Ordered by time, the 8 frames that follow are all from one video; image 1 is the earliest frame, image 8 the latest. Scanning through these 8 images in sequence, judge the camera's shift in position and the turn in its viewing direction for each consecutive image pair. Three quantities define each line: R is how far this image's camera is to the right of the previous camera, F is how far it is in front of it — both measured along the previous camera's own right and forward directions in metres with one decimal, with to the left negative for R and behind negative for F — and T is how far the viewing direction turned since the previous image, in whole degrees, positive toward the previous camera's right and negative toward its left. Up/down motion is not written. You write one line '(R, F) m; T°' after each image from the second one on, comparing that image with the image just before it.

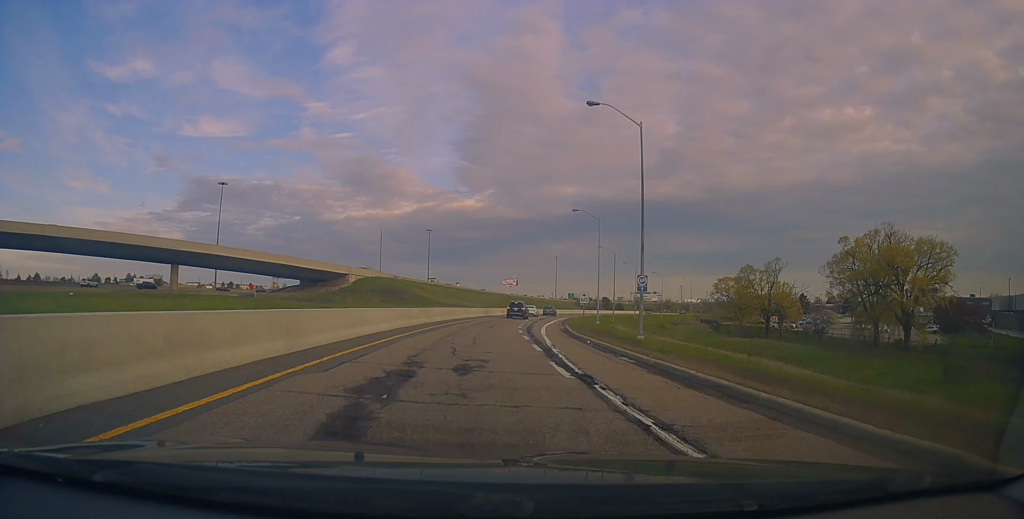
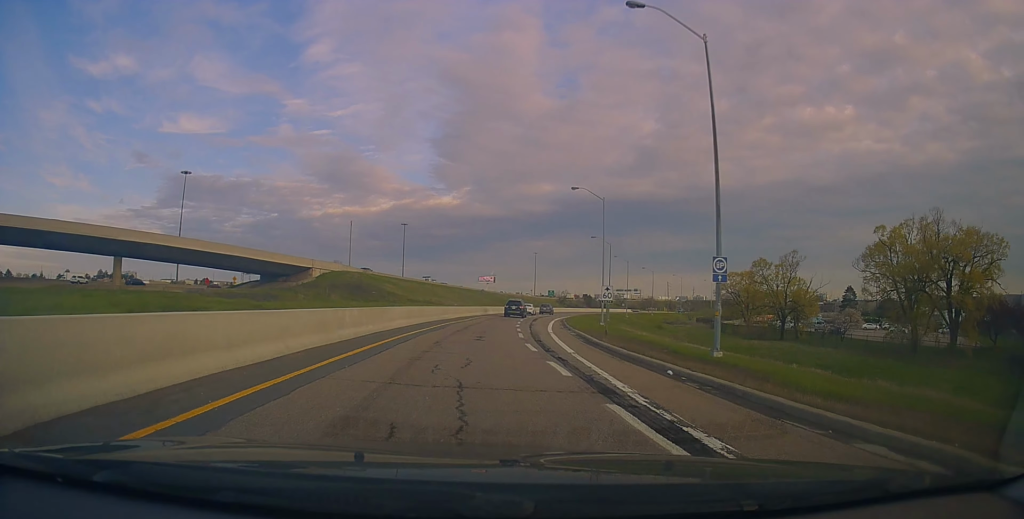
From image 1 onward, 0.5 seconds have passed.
(+0.2, +12.4) m; +3°
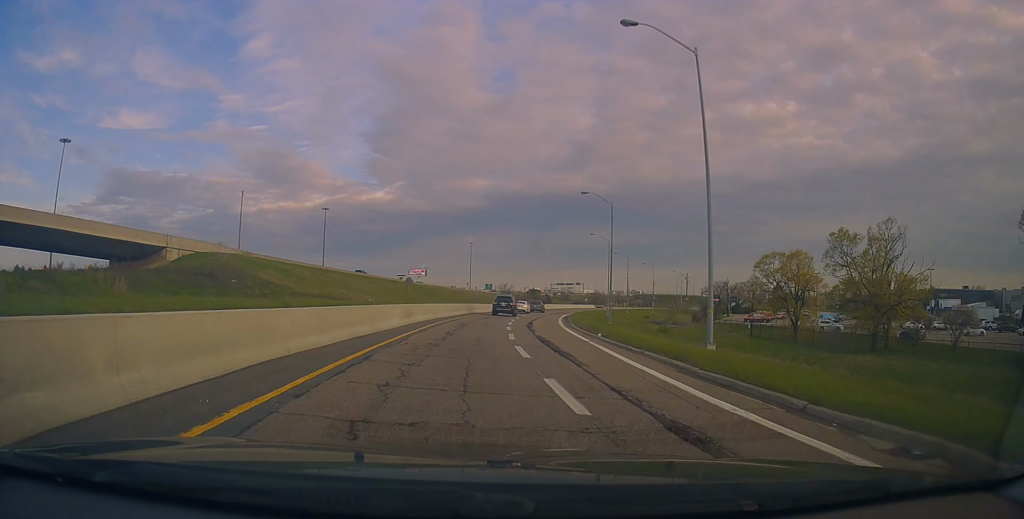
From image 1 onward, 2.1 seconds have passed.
(+2.5, +34.6) m; +7°
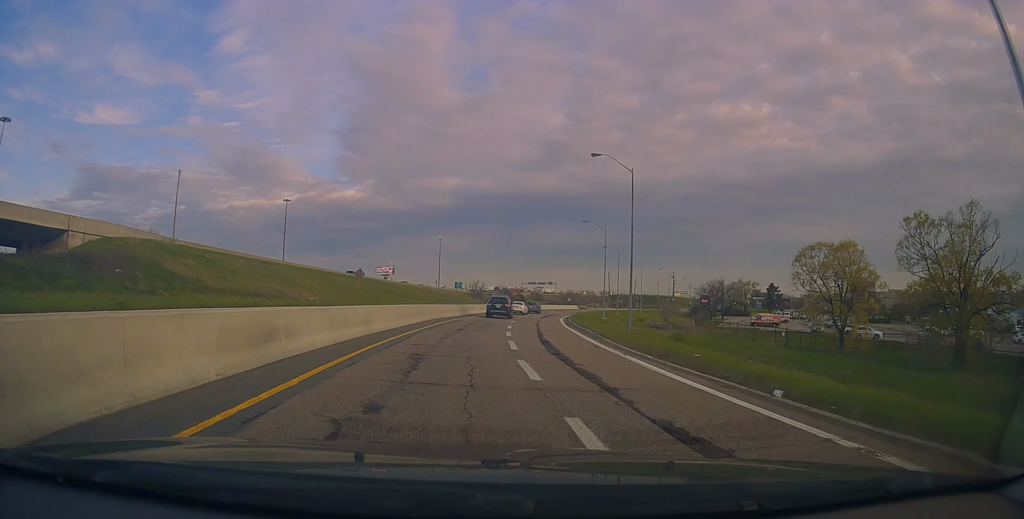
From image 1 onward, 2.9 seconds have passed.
(0.0, +16.0) m; +2°
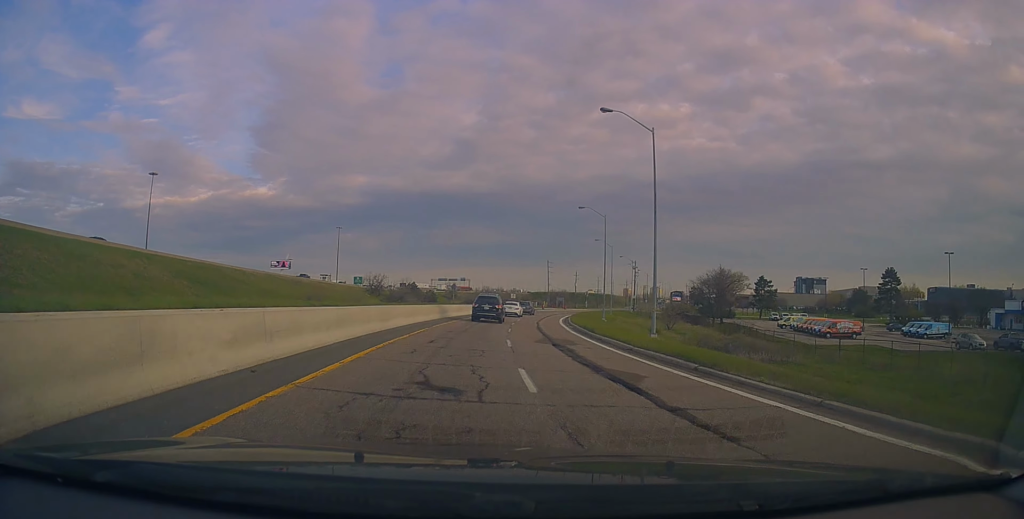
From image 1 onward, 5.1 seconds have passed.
(+3.8, +46.9) m; +9°
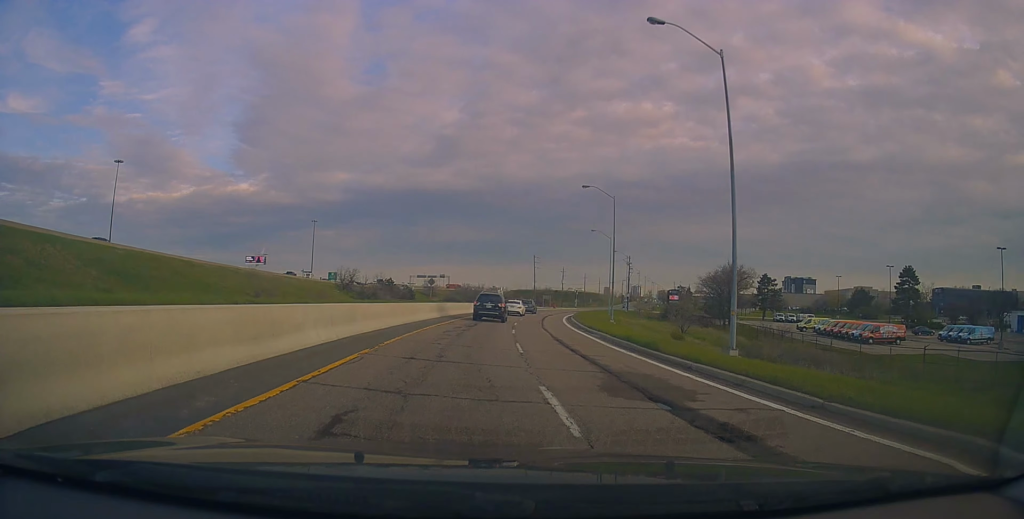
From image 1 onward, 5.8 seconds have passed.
(+0.2, +12.3) m; +3°
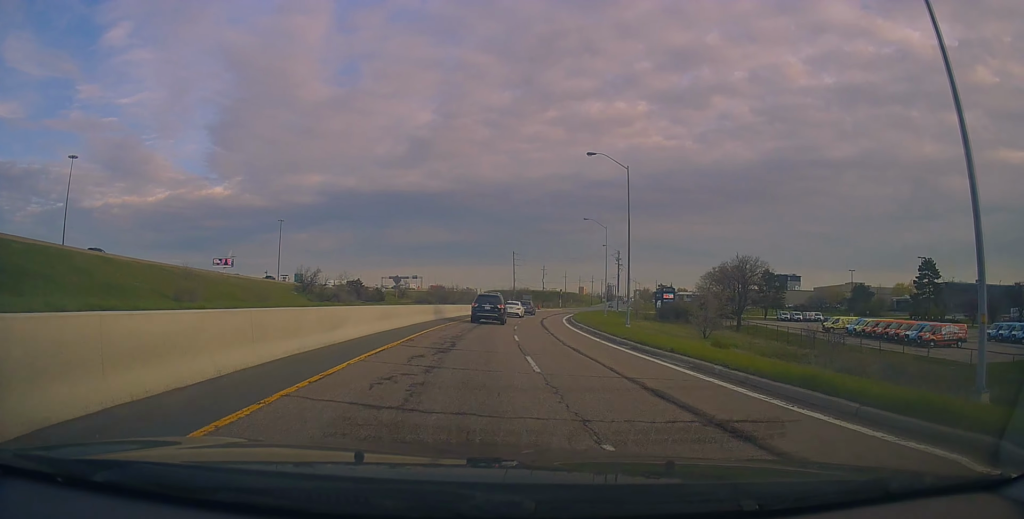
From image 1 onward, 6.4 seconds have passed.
(+0.5, +12.7) m; +3°
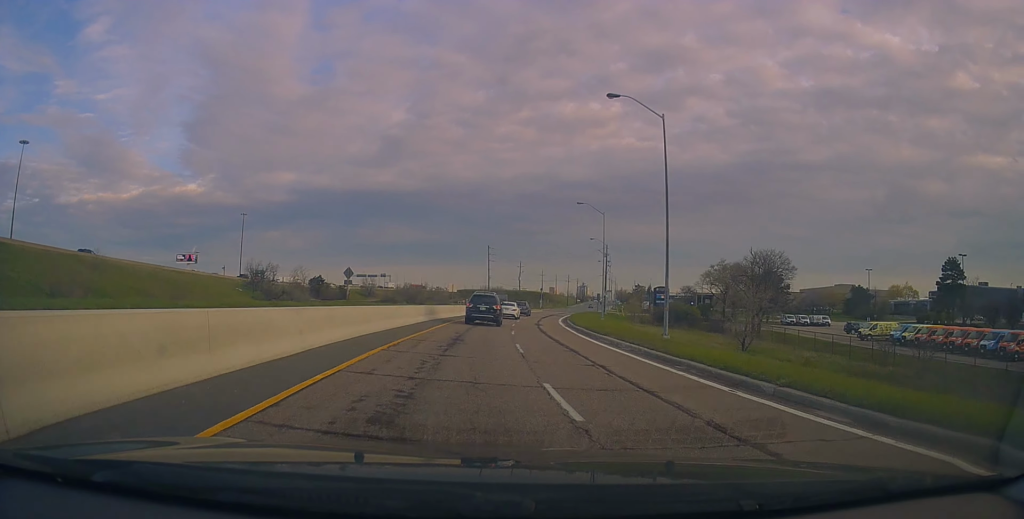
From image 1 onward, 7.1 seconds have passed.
(+0.4, +13.9) m; +3°
